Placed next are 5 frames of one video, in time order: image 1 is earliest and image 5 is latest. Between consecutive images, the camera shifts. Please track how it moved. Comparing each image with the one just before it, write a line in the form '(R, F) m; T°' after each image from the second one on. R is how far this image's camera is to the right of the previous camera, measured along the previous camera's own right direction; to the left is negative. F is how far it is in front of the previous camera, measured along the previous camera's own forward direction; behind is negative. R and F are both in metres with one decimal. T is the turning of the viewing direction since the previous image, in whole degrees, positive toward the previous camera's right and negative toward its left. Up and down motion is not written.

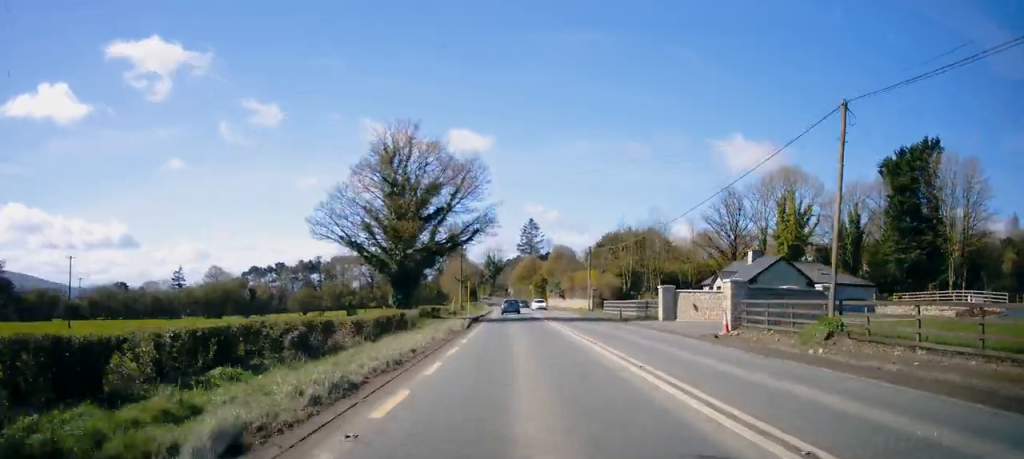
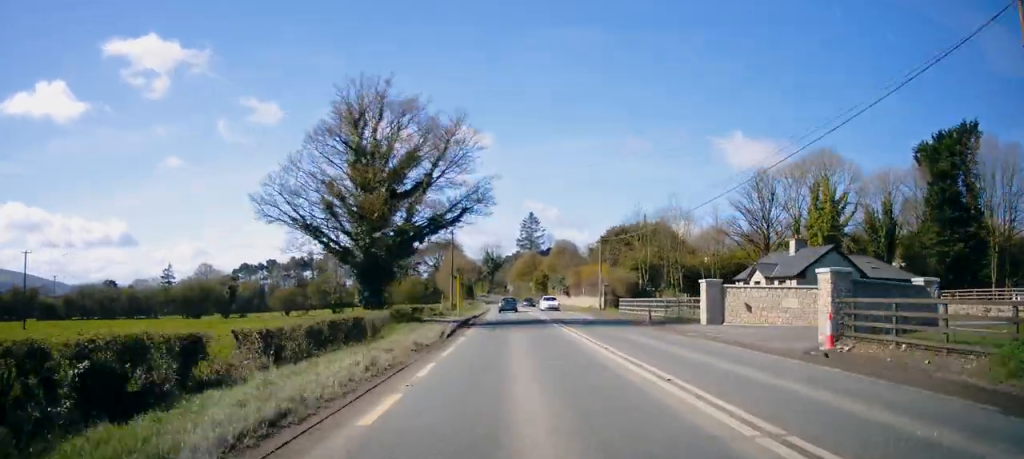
(0.0, +8.4) m; 0°
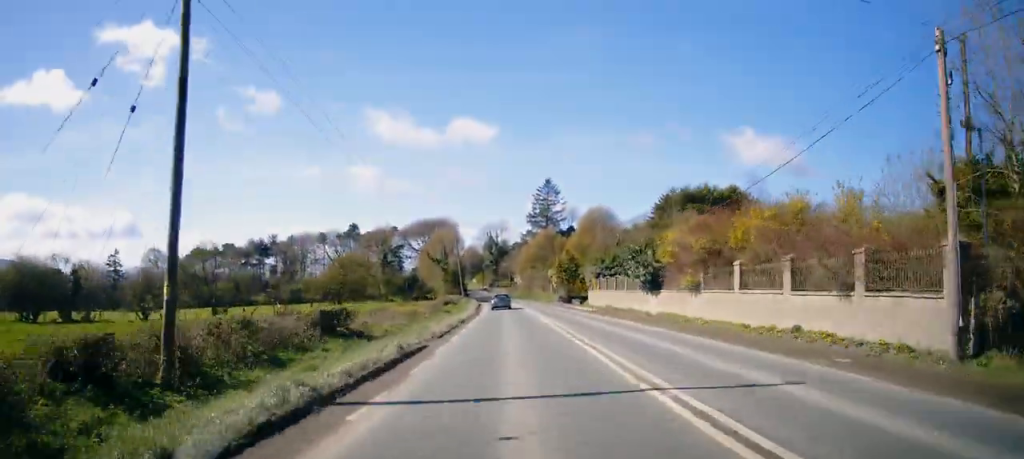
(-0.5, +43.7) m; -1°
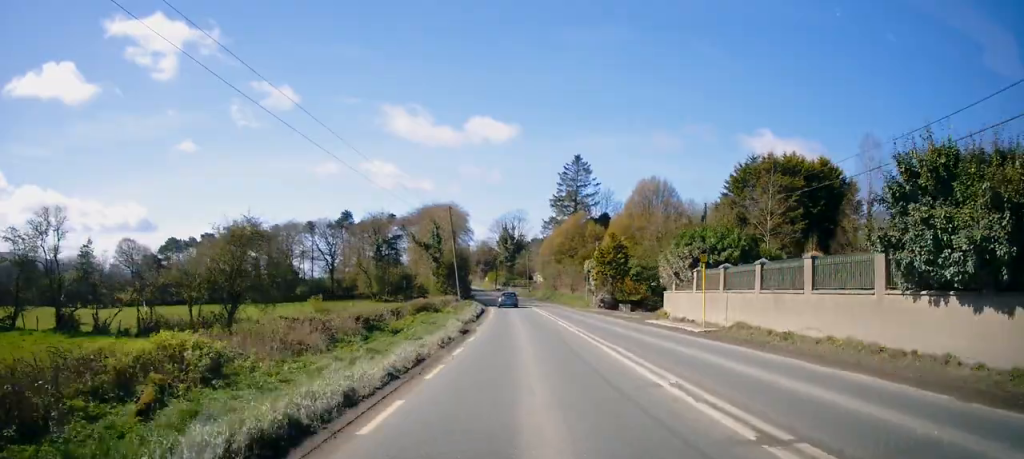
(-0.1, +24.9) m; -1°
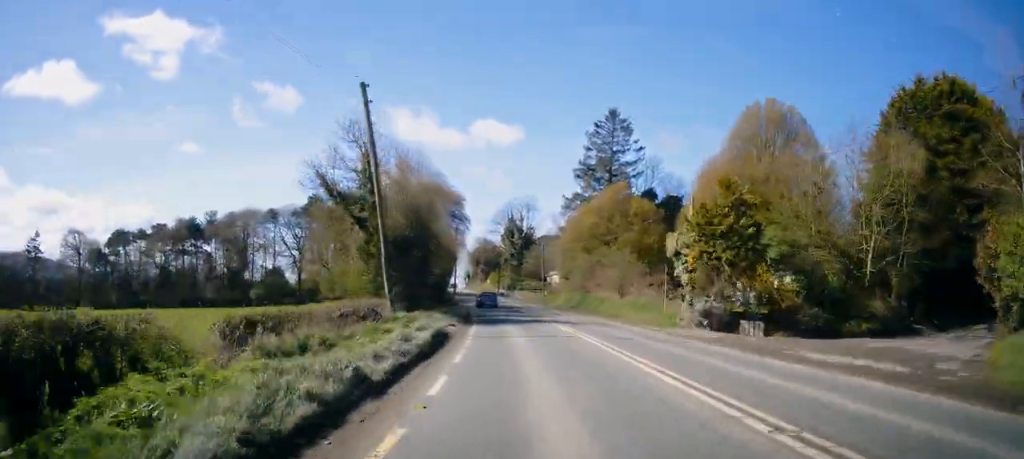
(-0.4, +29.8) m; -1°
